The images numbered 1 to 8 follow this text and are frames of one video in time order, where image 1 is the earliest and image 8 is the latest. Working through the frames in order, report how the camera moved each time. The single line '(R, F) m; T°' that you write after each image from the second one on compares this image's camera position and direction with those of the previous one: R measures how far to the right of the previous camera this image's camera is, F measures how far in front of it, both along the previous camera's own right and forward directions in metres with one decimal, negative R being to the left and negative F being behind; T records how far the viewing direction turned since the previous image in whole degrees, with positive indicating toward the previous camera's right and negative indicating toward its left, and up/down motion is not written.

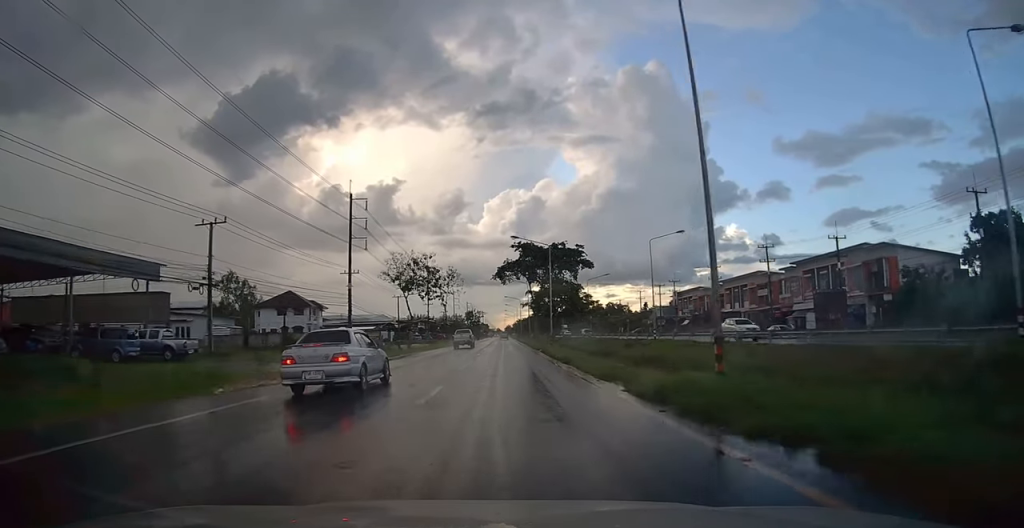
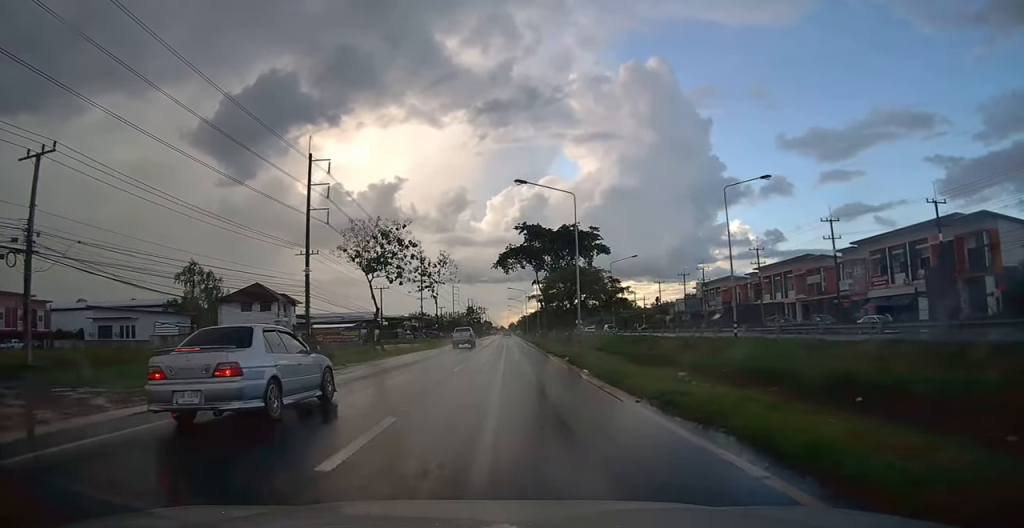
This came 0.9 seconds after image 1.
(-0.1, +16.8) m; 0°
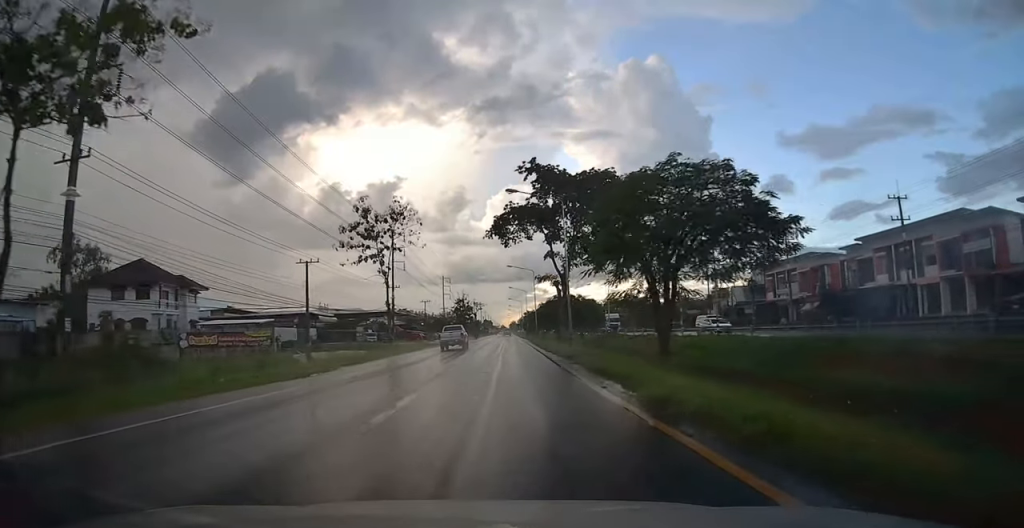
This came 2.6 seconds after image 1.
(-0.1, +33.2) m; 0°
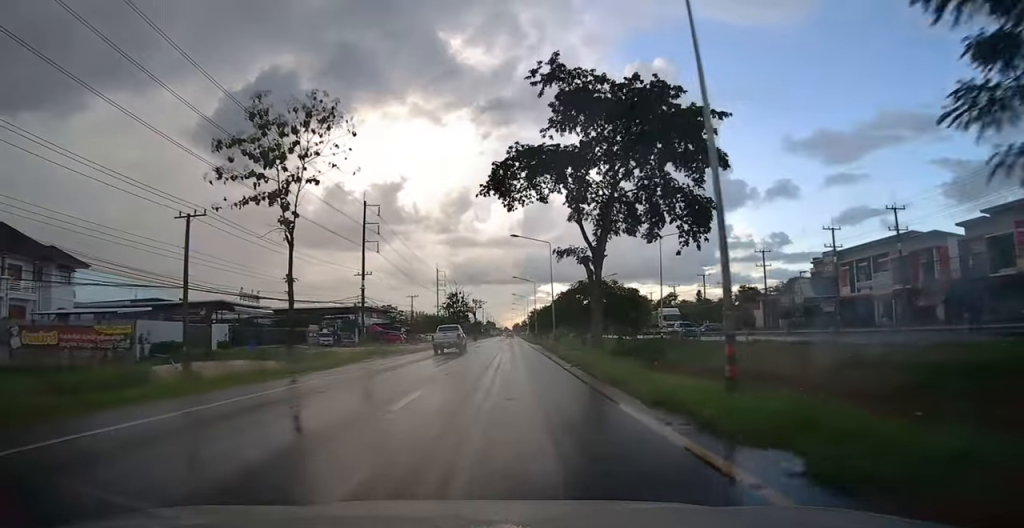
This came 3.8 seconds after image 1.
(0.0, +22.7) m; 0°
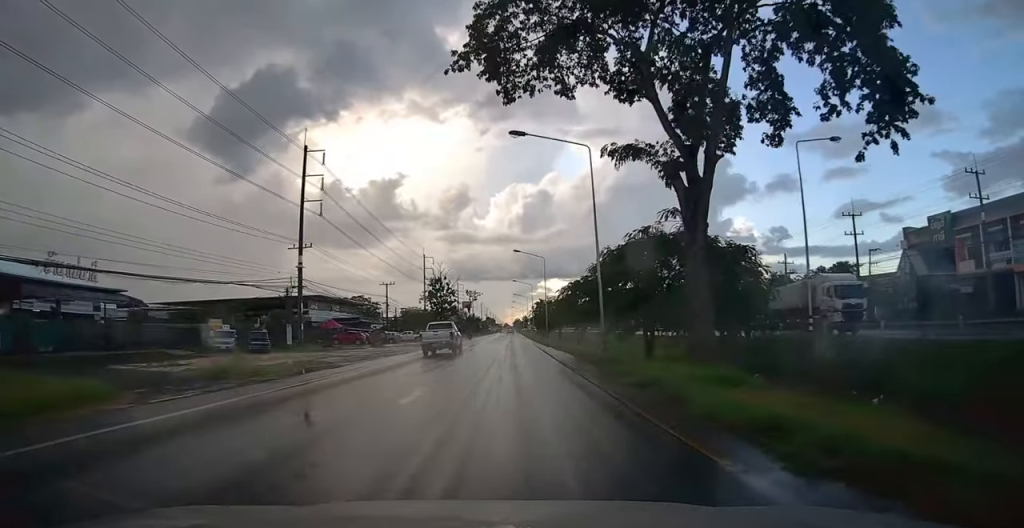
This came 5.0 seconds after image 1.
(-0.1, +23.7) m; 0°
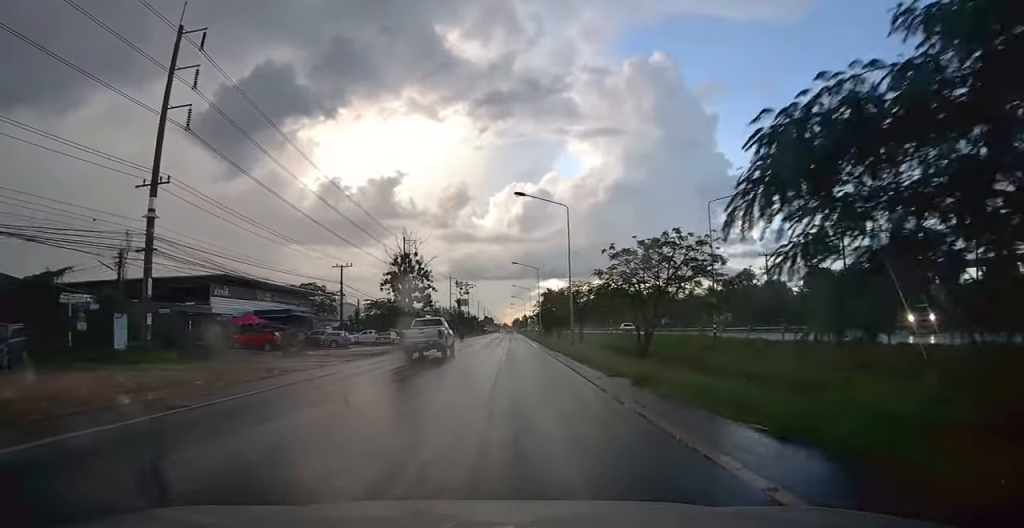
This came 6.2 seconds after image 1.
(+0.1, +24.6) m; 0°
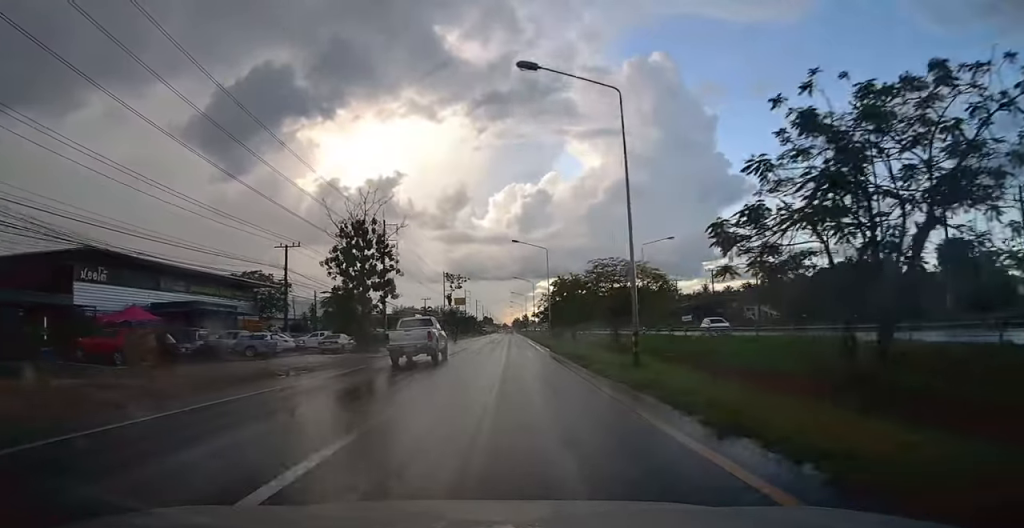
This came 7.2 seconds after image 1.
(0.0, +17.2) m; 0°
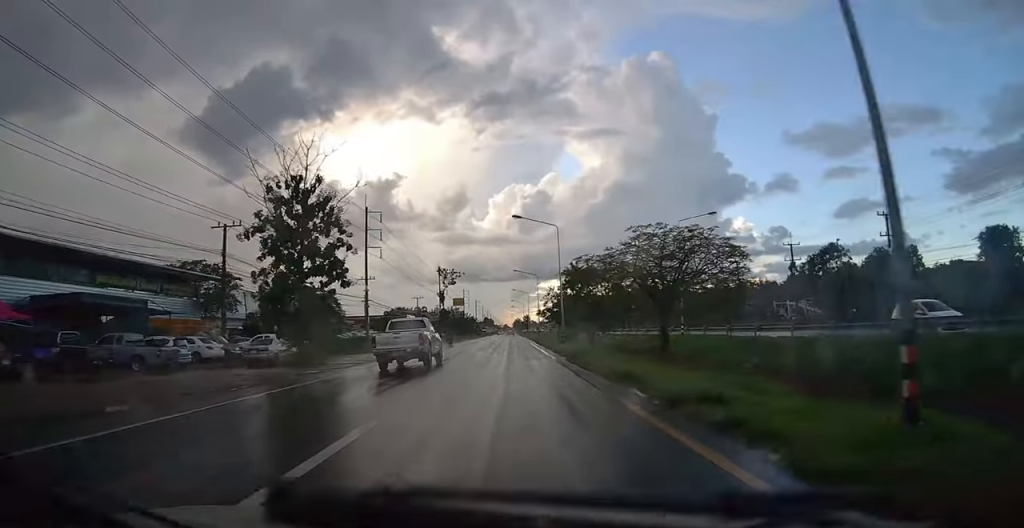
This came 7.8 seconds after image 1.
(0.0, +11.8) m; 0°
